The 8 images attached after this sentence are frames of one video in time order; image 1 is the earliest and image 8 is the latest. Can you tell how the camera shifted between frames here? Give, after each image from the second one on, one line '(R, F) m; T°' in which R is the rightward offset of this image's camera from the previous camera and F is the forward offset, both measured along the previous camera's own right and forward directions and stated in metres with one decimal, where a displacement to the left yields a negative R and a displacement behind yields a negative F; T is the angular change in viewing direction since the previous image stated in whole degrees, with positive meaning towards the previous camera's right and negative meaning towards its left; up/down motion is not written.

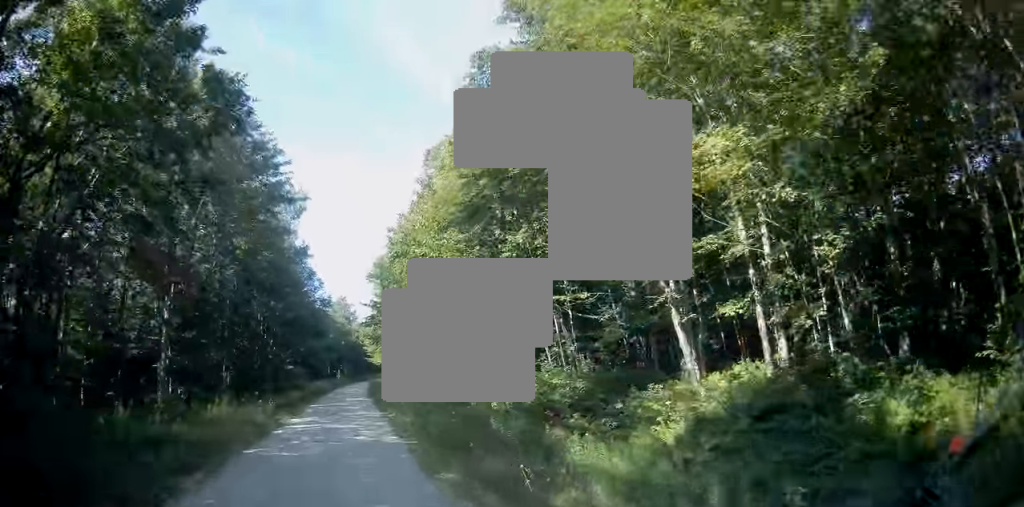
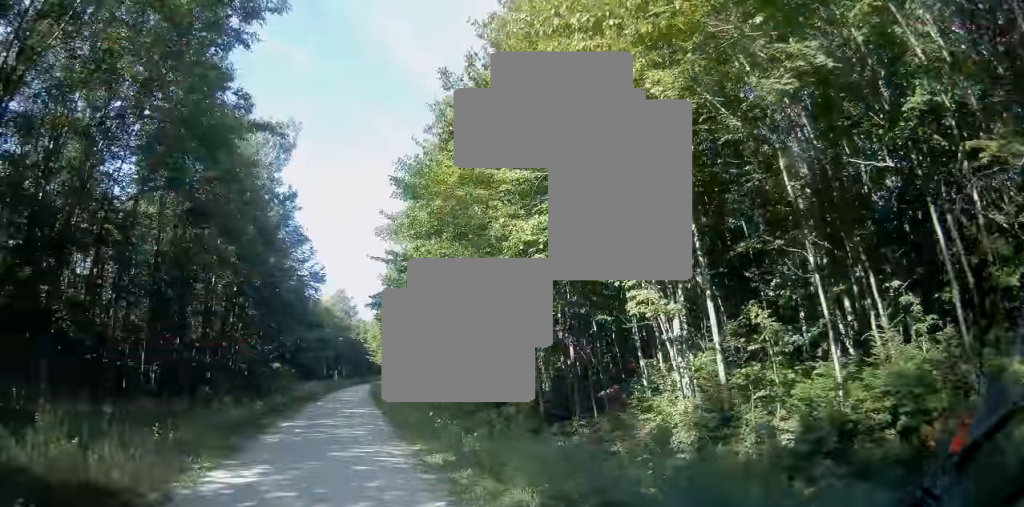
(-0.1, +15.3) m; -1°
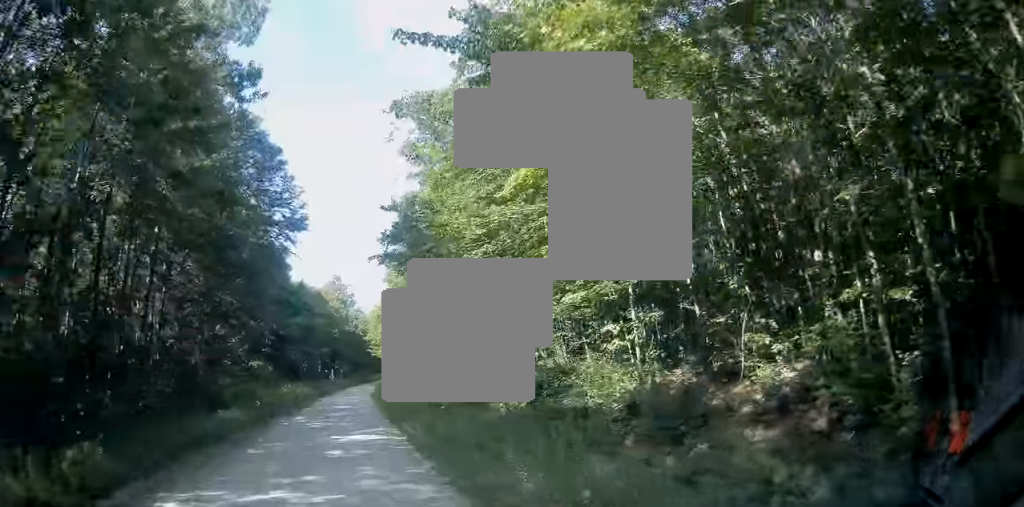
(+0.1, +15.5) m; 0°
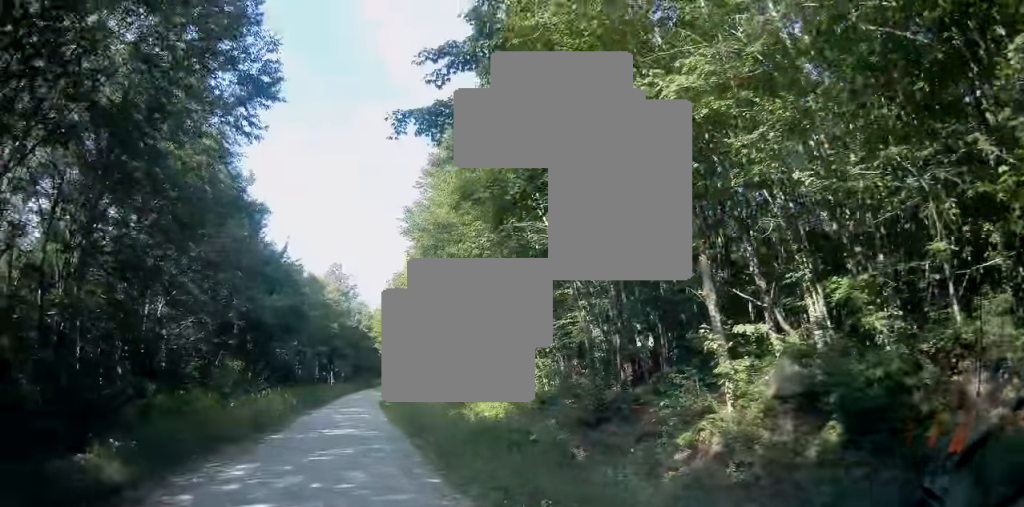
(0.0, +13.5) m; 0°
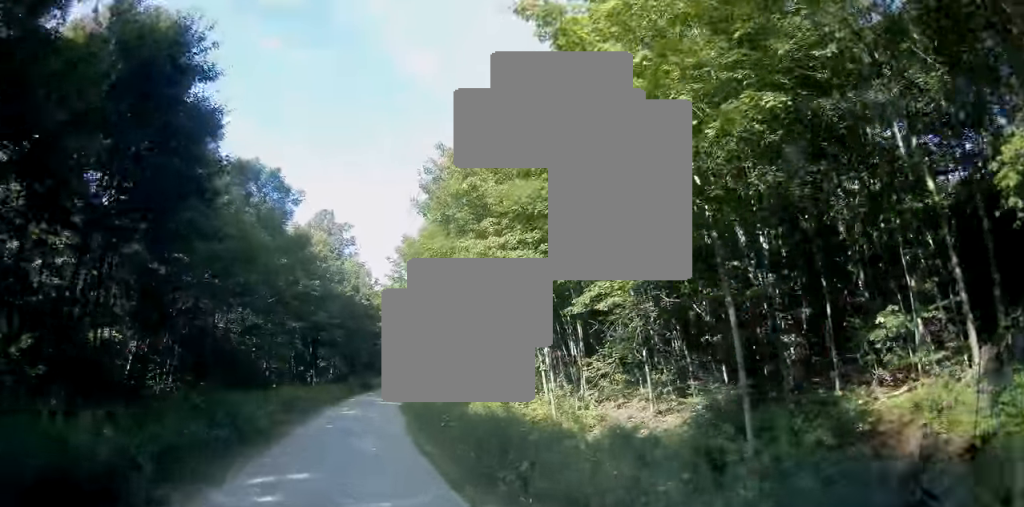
(+0.5, +27.7) m; +1°
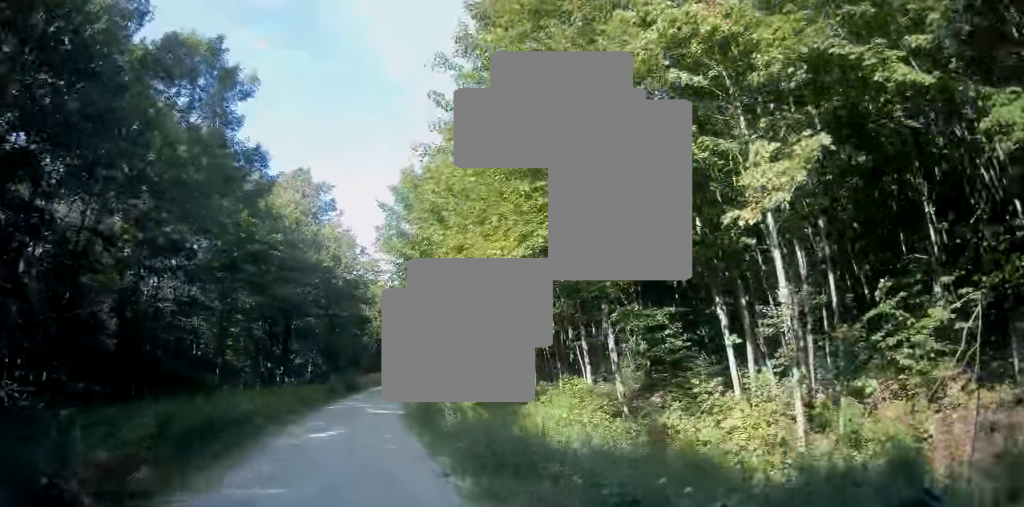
(0.0, +12.3) m; +1°
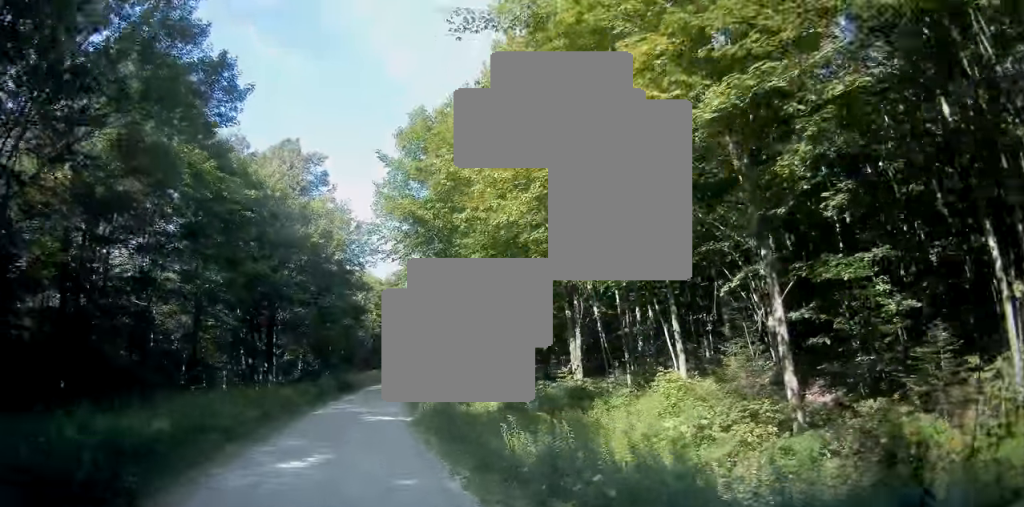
(+0.1, +6.3) m; +1°
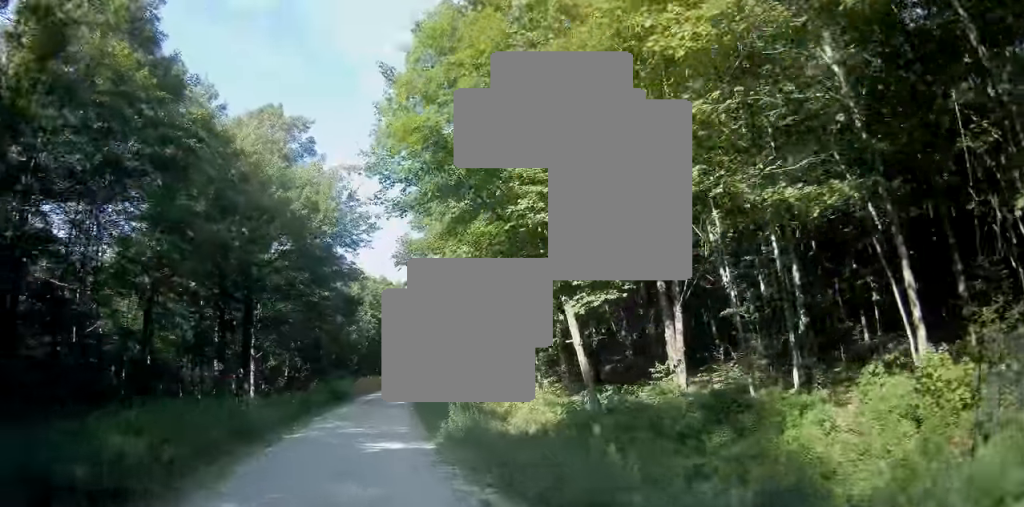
(+0.1, +7.6) m; +1°
